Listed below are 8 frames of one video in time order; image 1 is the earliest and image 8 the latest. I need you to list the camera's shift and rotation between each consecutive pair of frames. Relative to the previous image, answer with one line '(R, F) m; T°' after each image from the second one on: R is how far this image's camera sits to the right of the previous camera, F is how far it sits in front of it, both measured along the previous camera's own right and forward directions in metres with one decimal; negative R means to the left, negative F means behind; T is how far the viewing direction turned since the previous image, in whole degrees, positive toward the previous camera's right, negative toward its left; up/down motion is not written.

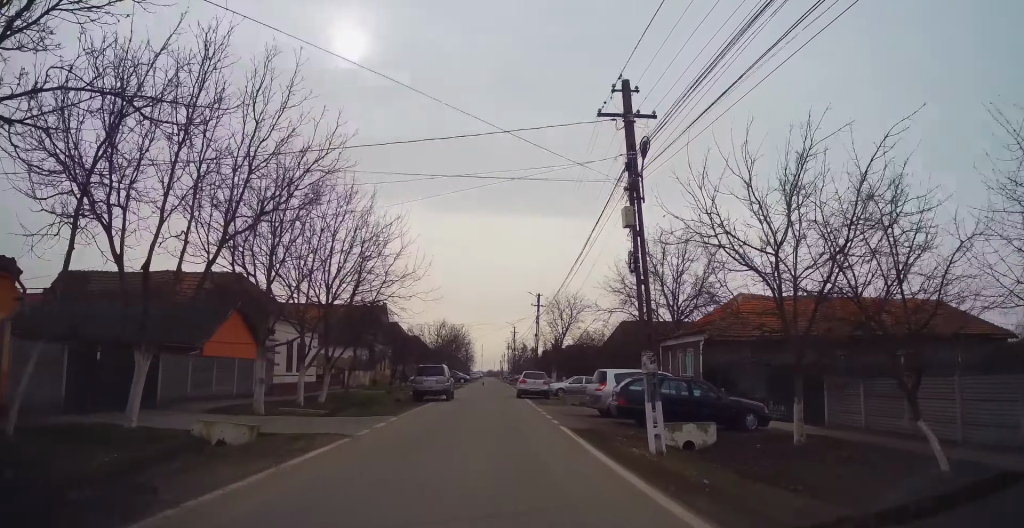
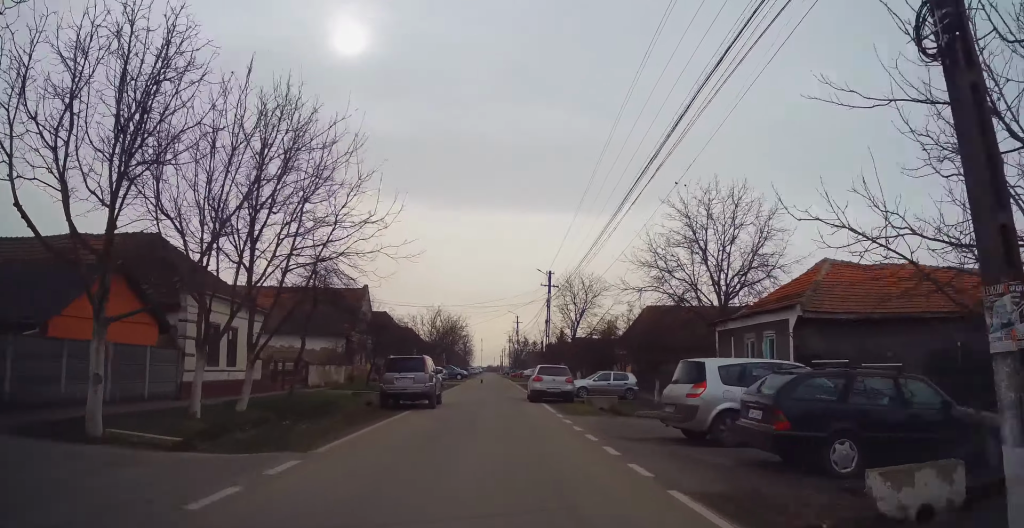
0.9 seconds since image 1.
(+0.2, +9.2) m; +1°
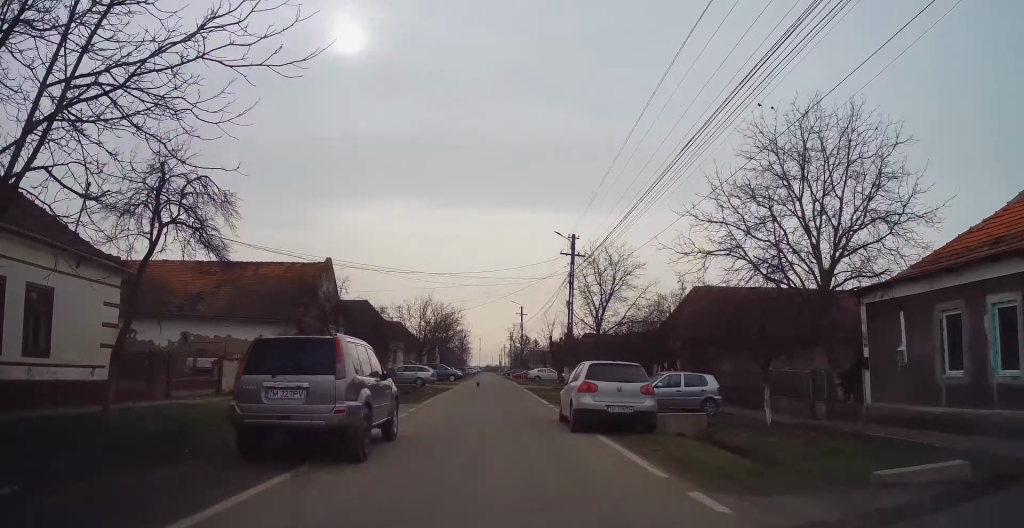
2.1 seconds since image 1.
(0.0, +12.0) m; -2°
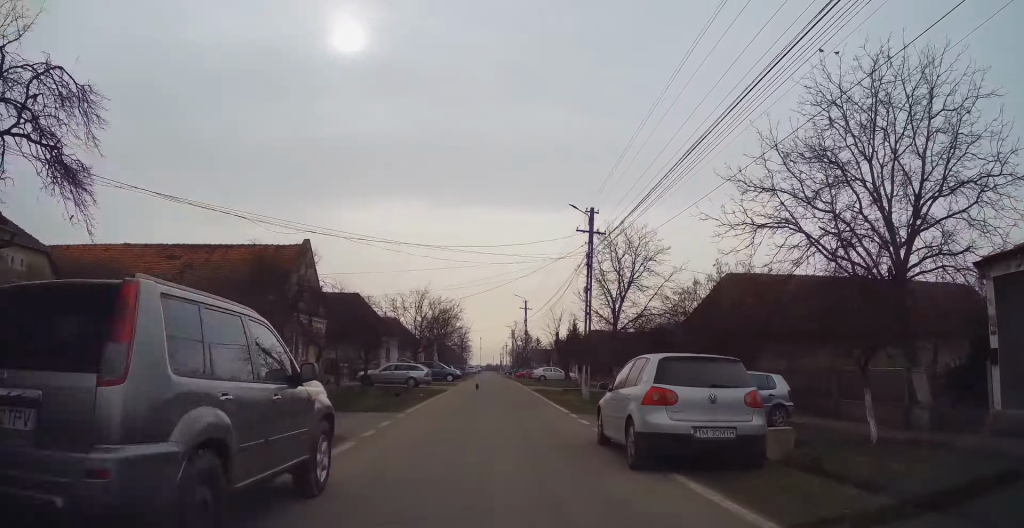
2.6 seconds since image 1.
(-0.2, +5.2) m; 0°
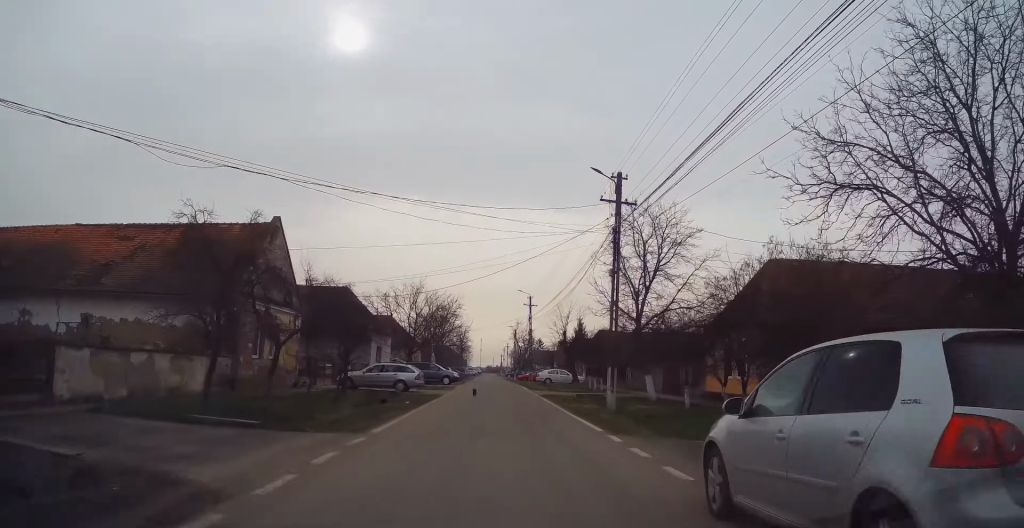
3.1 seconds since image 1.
(-0.2, +5.2) m; 0°
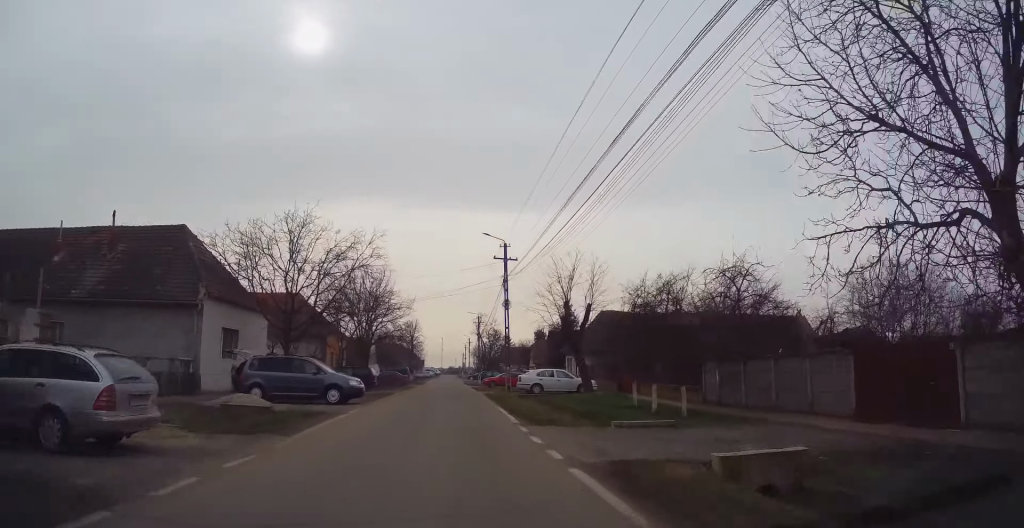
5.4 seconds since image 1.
(+1.8, +24.5) m; +5°
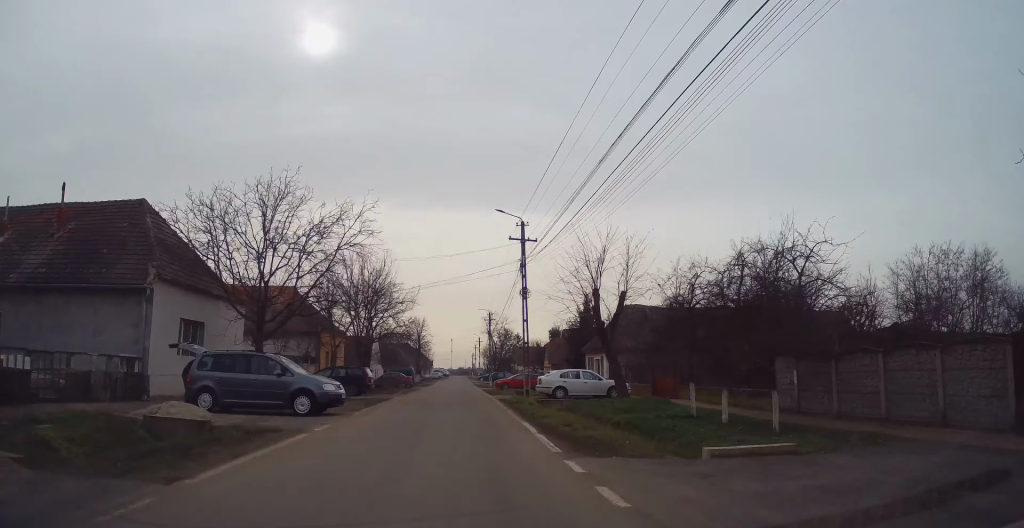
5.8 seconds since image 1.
(+0.1, +5.1) m; -1°
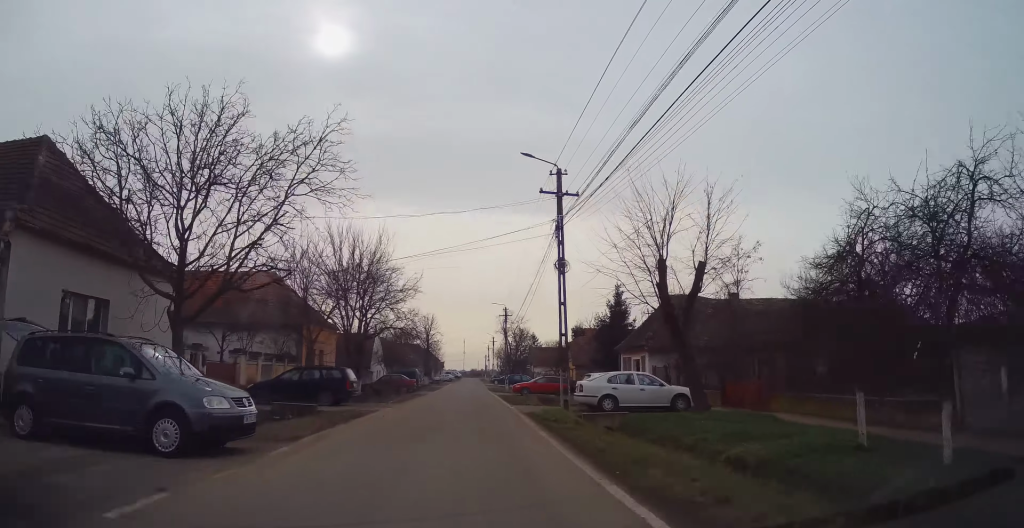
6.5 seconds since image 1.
(-0.3, +7.9) m; -1°
